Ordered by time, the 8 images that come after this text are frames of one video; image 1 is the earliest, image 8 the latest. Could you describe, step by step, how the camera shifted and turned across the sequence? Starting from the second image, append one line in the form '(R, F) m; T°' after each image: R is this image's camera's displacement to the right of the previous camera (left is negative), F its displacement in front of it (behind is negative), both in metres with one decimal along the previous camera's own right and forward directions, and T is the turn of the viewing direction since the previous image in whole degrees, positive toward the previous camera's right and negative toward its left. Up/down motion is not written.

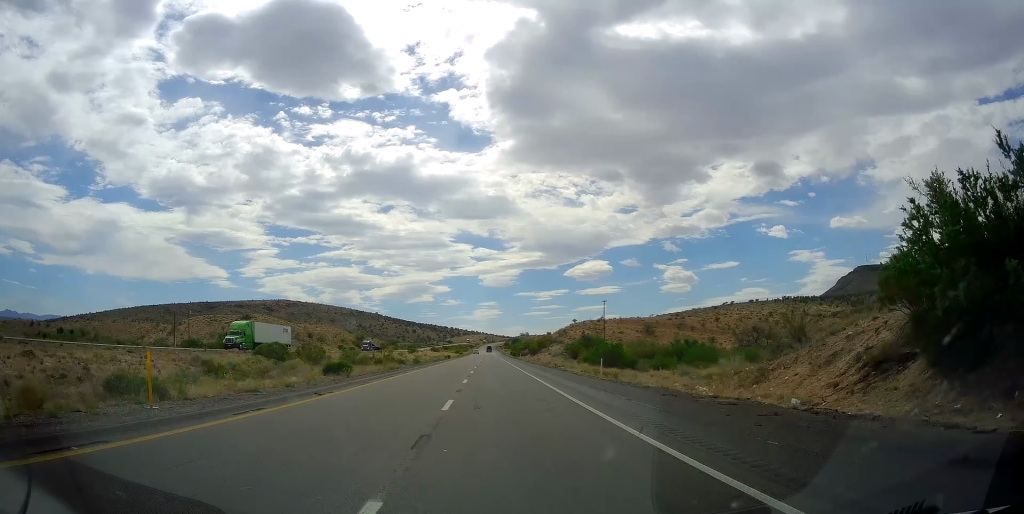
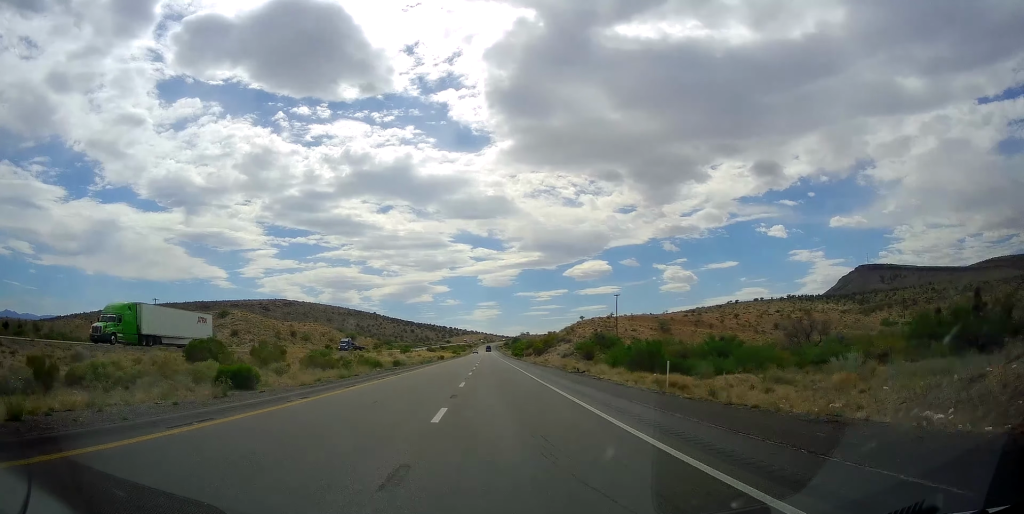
(-0.2, +15.0) m; 0°
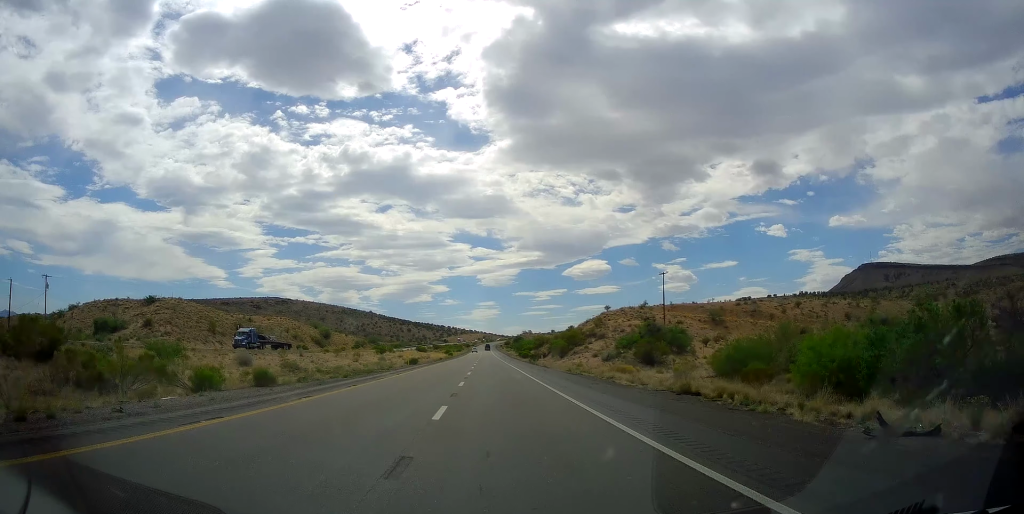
(+0.5, +35.8) m; +1°
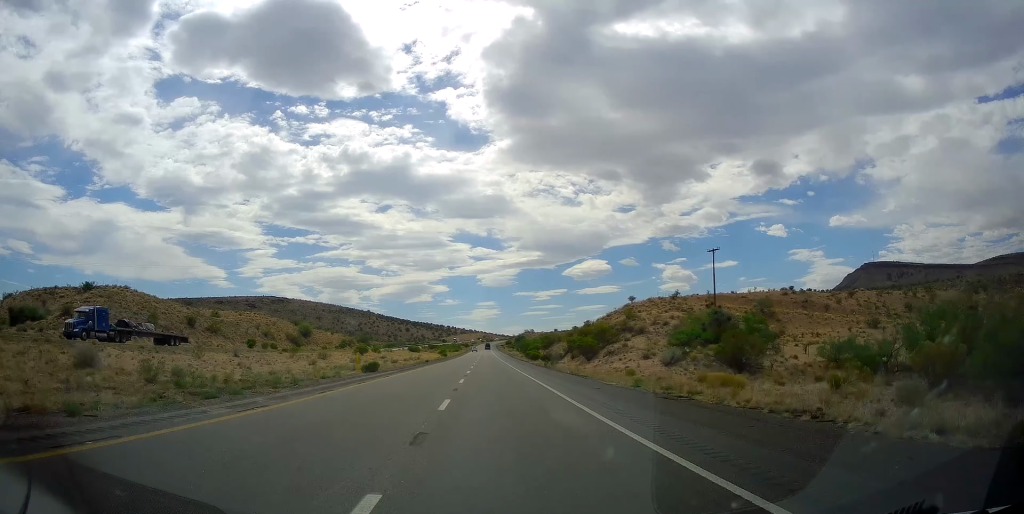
(0.0, +22.0) m; 0°
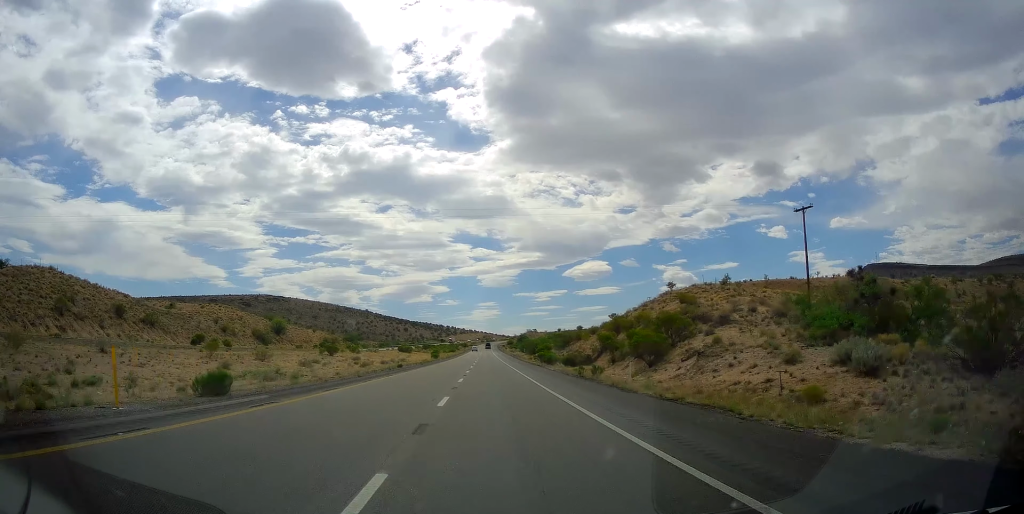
(0.0, +23.1) m; 0°
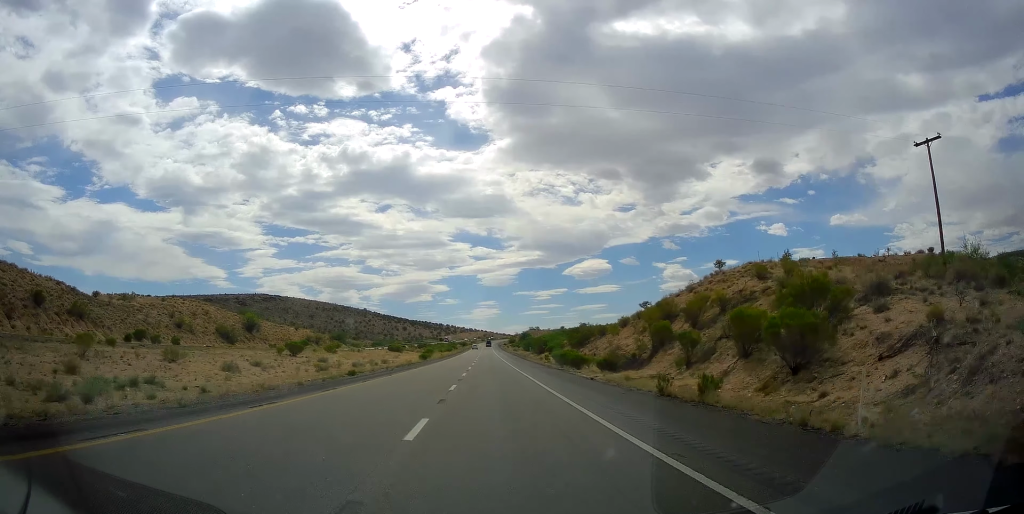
(0.0, +18.5) m; 0°
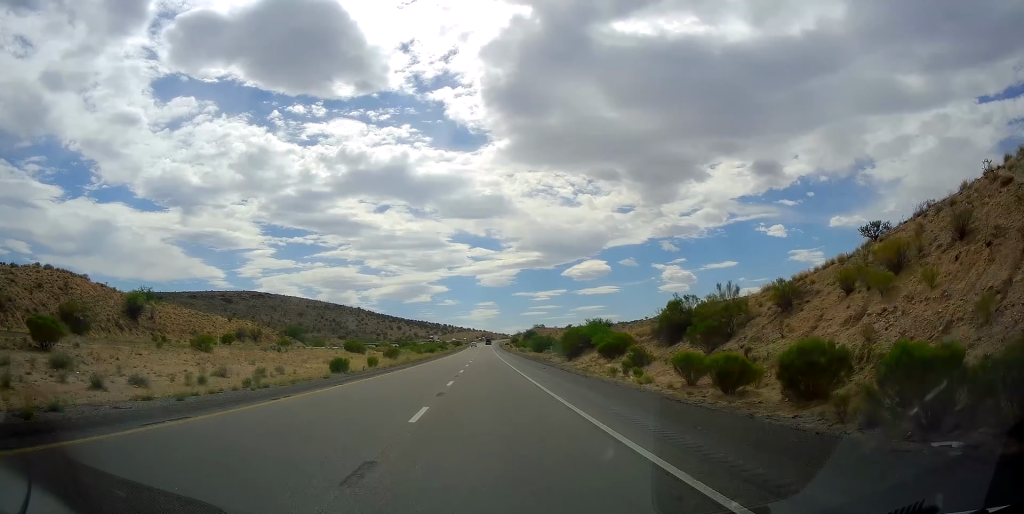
(0.0, +46.3) m; 0°
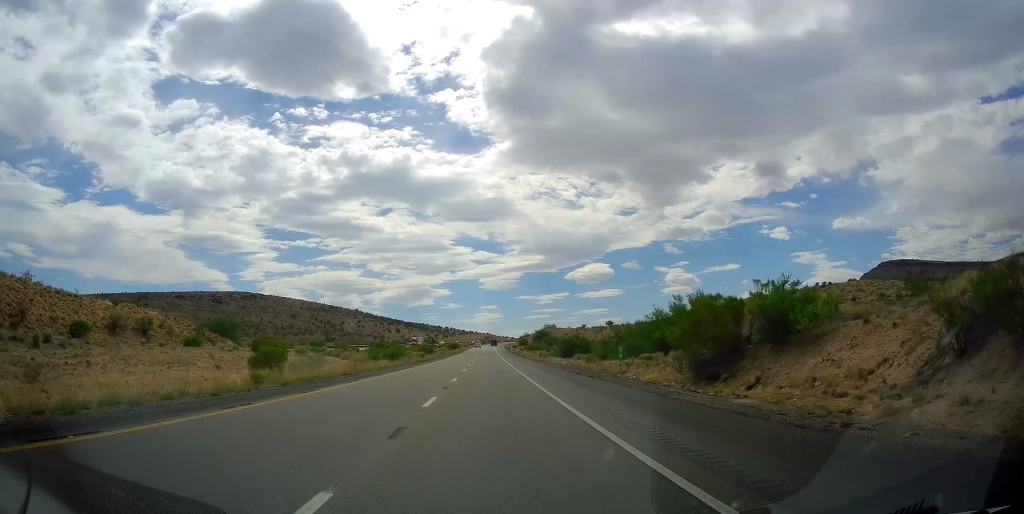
(0.0, +45.5) m; 0°
